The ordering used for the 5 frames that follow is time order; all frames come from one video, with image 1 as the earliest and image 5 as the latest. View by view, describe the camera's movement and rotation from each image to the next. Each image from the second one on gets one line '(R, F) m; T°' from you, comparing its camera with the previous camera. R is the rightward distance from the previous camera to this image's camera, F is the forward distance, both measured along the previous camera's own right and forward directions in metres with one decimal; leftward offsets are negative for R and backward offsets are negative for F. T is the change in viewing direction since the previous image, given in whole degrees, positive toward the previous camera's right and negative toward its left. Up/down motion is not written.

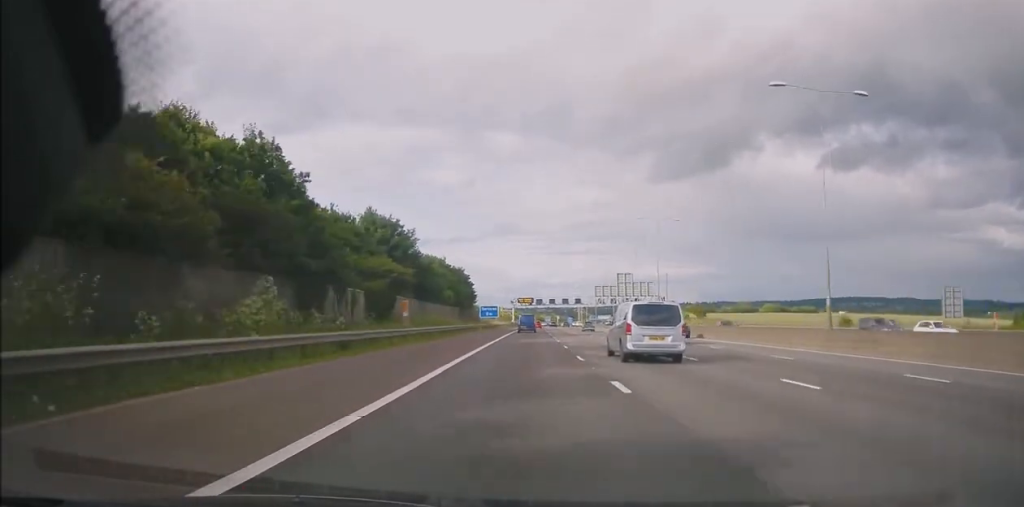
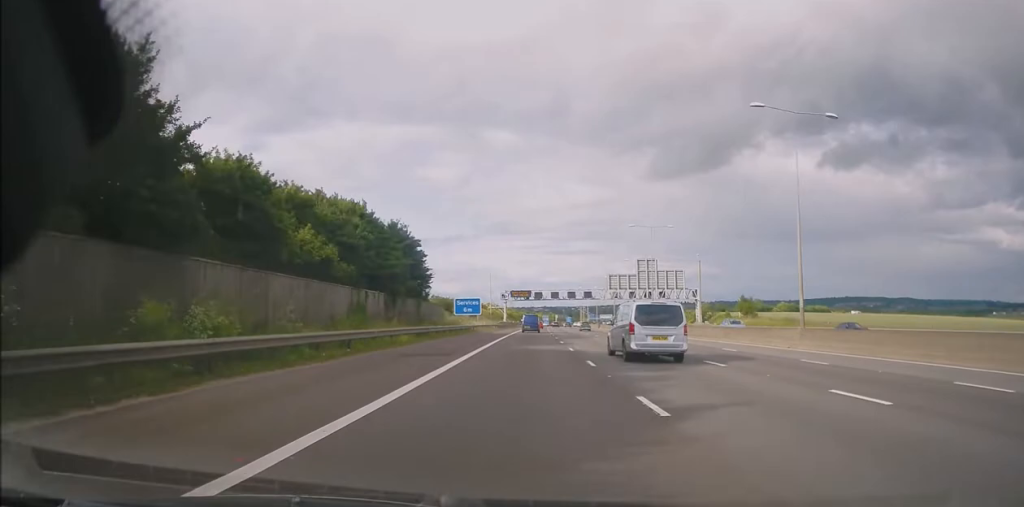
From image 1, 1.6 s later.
(+0.3, +38.7) m; 0°
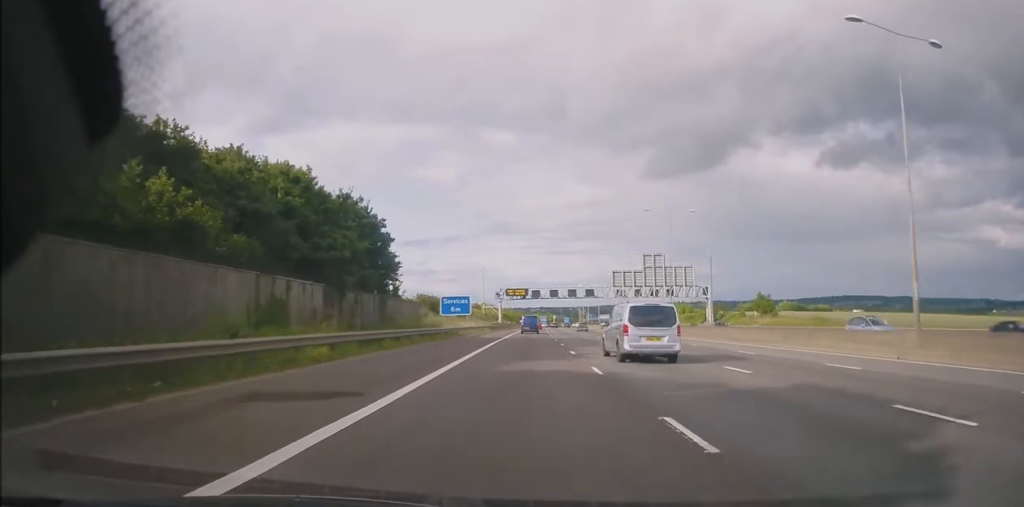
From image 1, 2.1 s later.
(0.0, +11.1) m; 0°
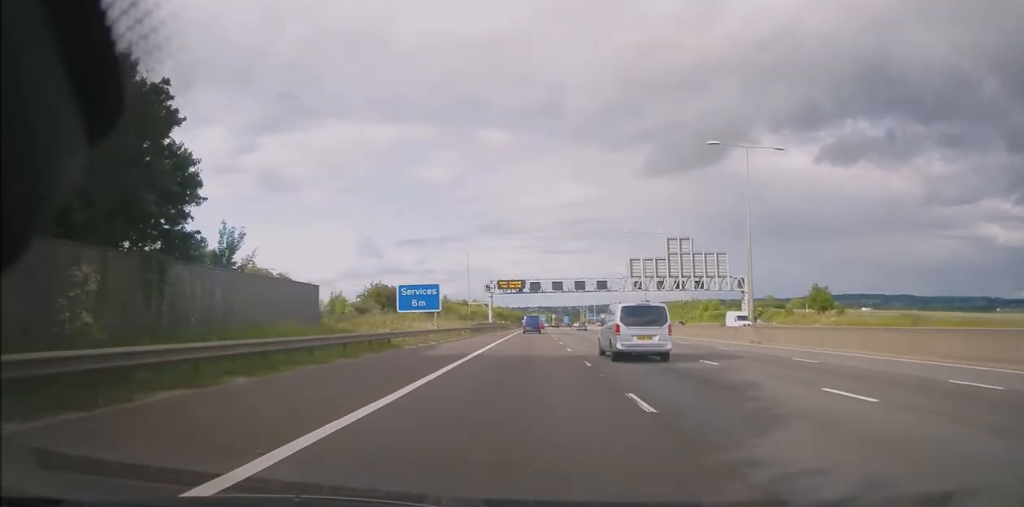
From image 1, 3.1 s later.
(+0.2, +24.4) m; +1°
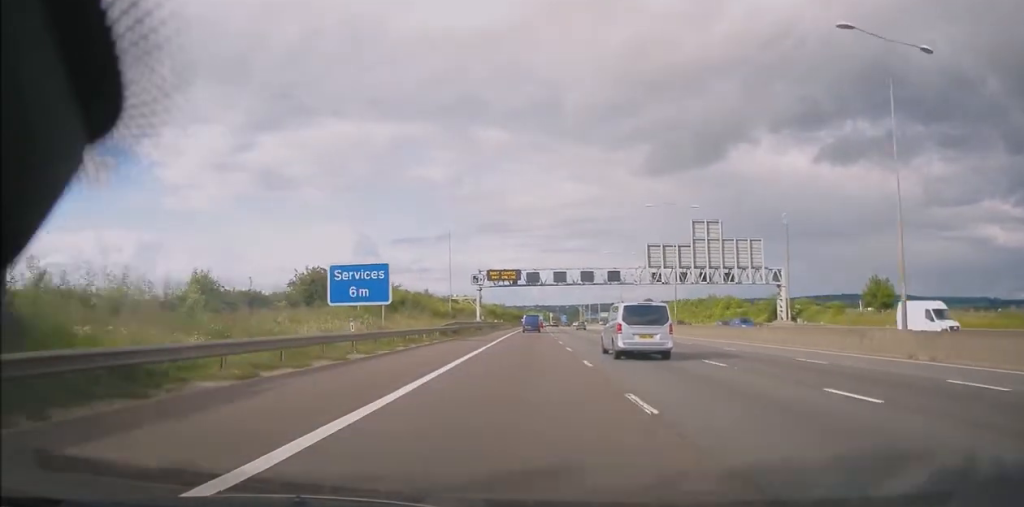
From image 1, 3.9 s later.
(+0.3, +17.9) m; 0°
